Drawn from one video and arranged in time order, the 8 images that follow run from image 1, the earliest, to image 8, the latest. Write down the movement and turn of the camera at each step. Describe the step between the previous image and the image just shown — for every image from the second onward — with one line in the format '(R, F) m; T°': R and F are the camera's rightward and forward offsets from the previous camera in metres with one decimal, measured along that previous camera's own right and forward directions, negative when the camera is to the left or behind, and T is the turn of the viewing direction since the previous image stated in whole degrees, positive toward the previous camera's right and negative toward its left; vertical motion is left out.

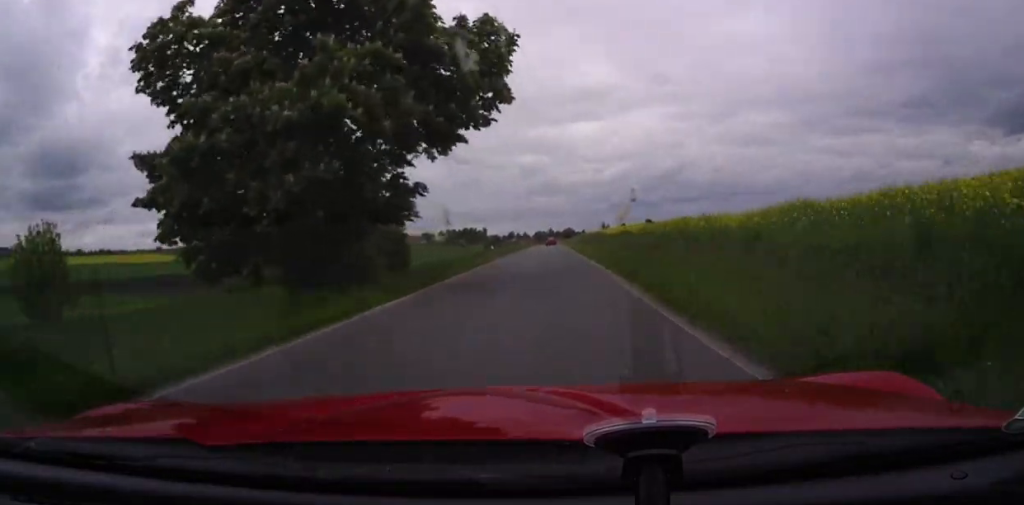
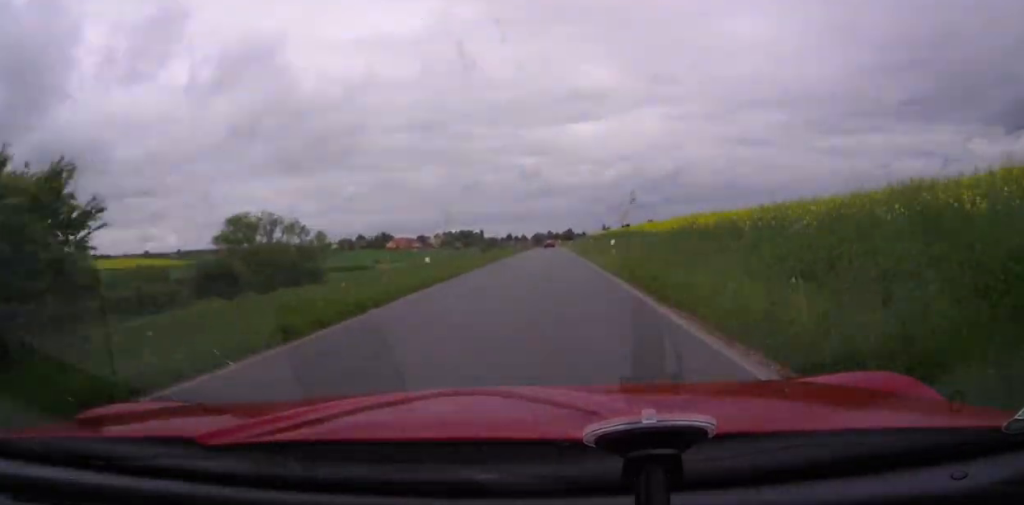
(-0.2, +23.3) m; 0°
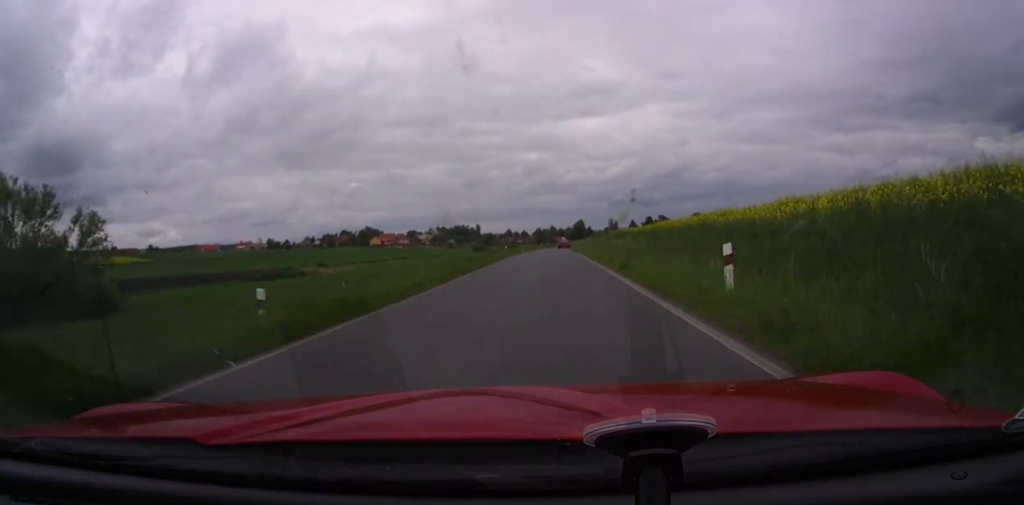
(+0.9, +64.0) m; +1°
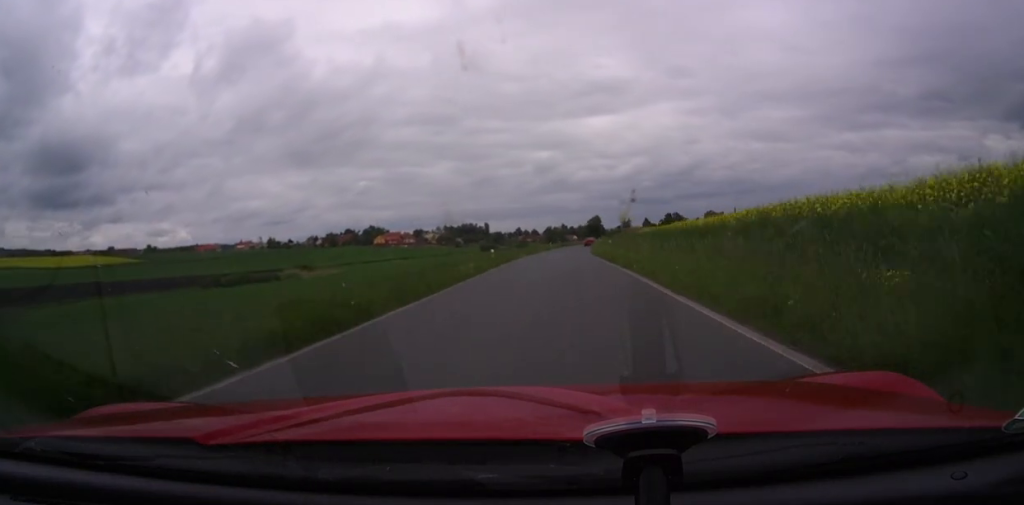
(+0.1, +21.9) m; 0°
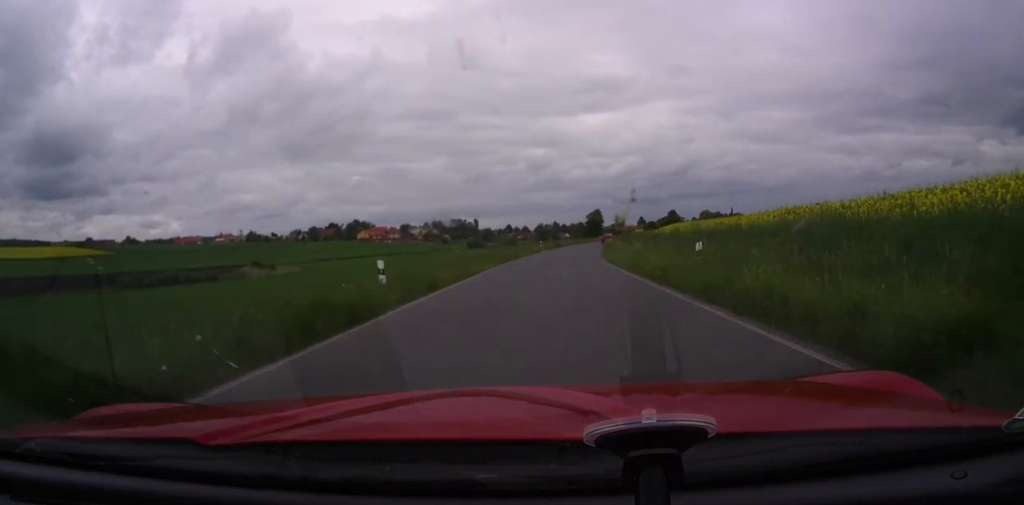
(0.0, +24.6) m; 0°
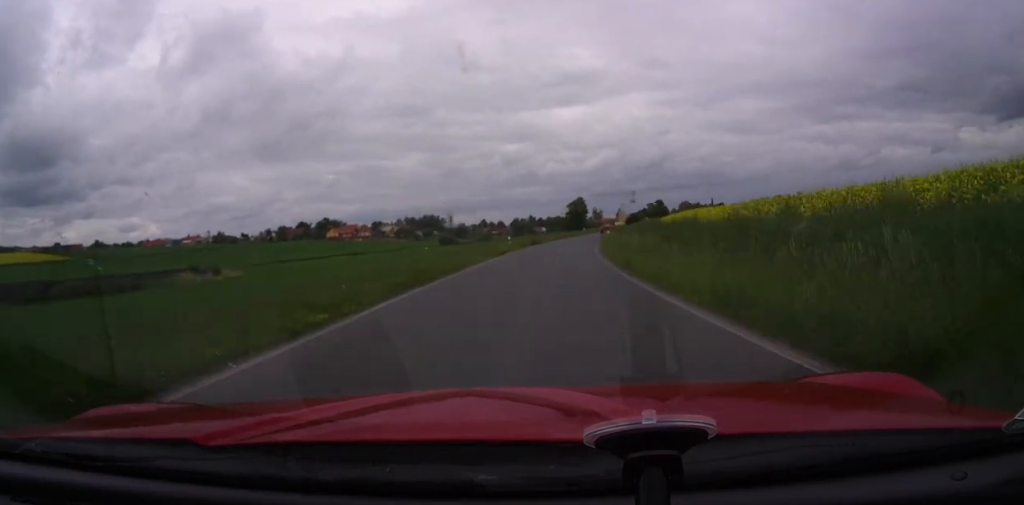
(-0.2, +18.6) m; 0°
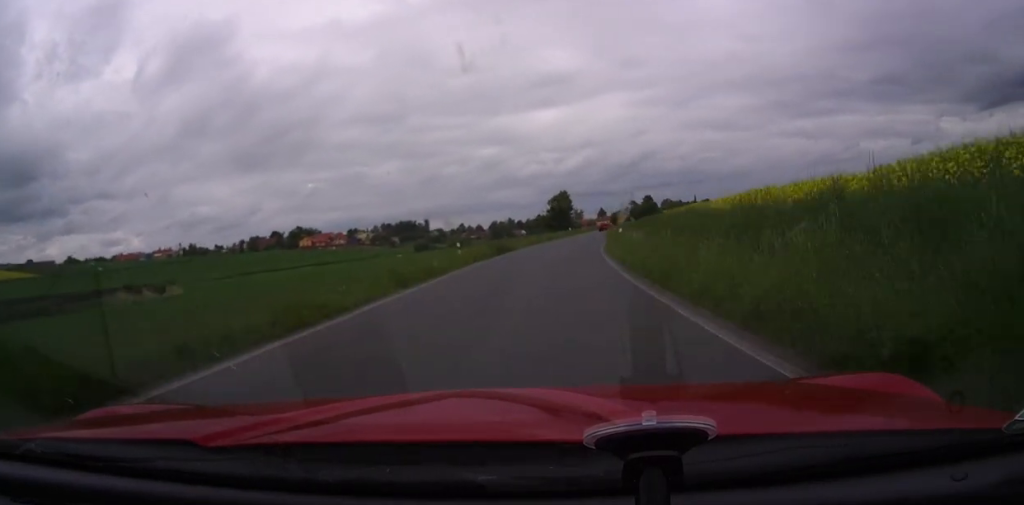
(+0.2, +17.3) m; +2°
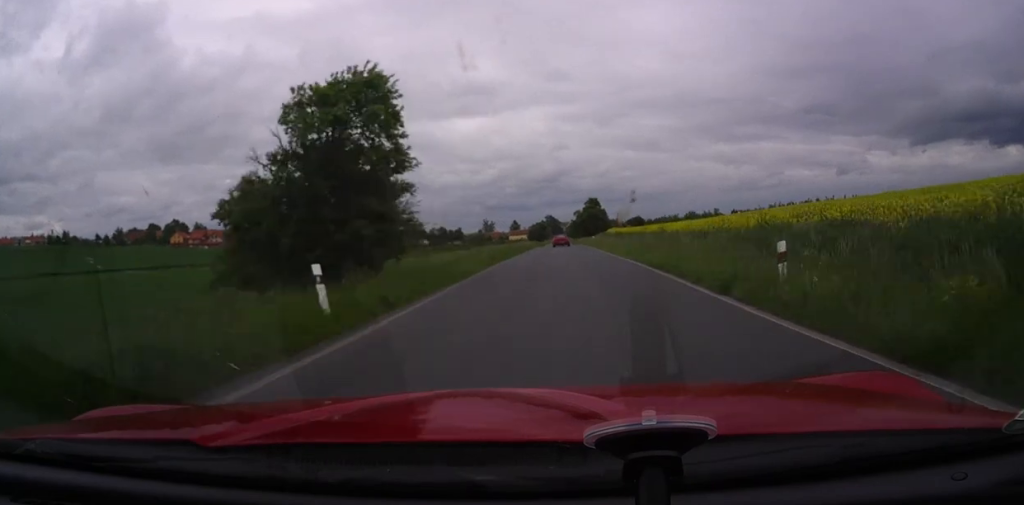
(+5.2, +69.0) m; +8°
